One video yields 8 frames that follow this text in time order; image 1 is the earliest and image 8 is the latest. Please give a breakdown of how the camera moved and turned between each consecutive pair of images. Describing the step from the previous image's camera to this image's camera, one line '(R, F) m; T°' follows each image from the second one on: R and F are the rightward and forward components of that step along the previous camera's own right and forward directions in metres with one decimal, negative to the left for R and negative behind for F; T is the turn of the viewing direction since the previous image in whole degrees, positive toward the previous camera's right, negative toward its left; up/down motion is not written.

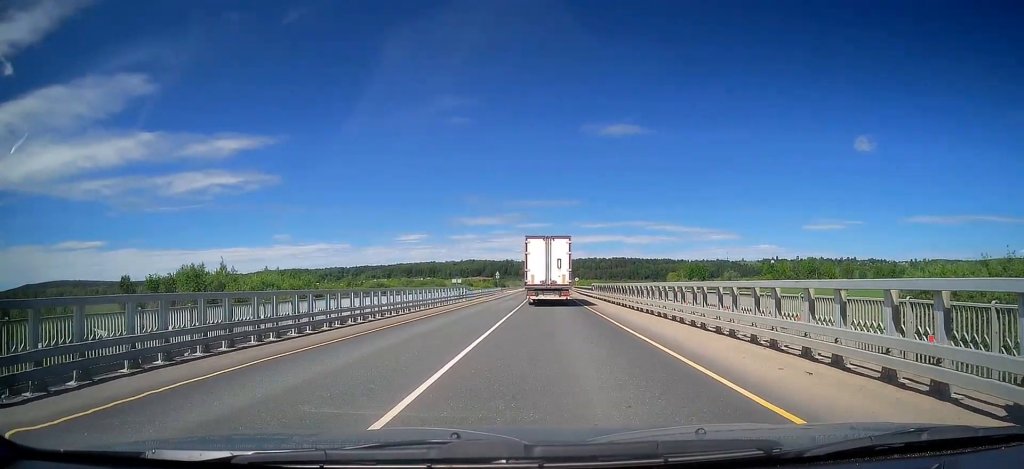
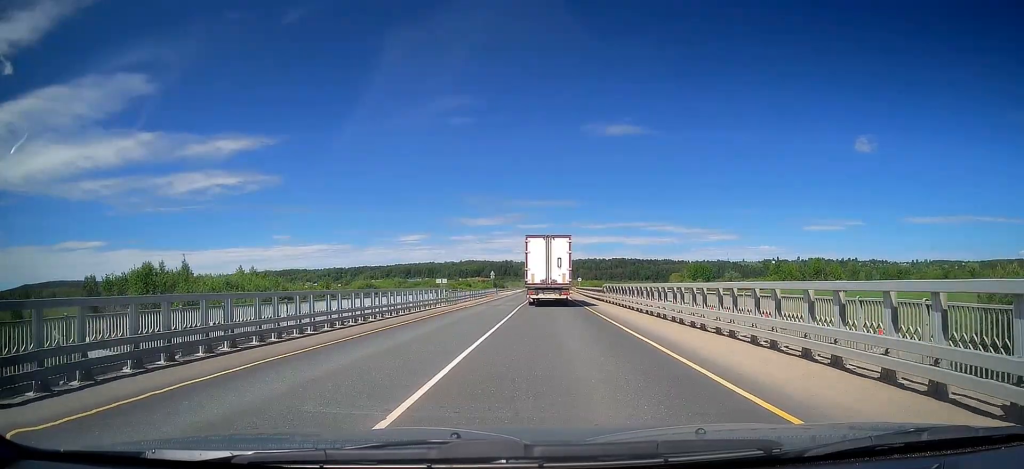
(0.0, +10.5) m; 0°
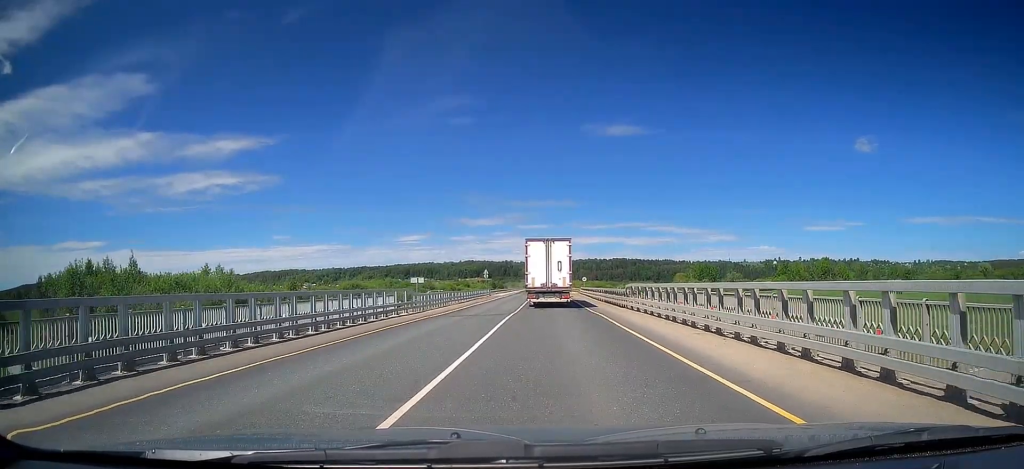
(0.0, +12.0) m; 0°
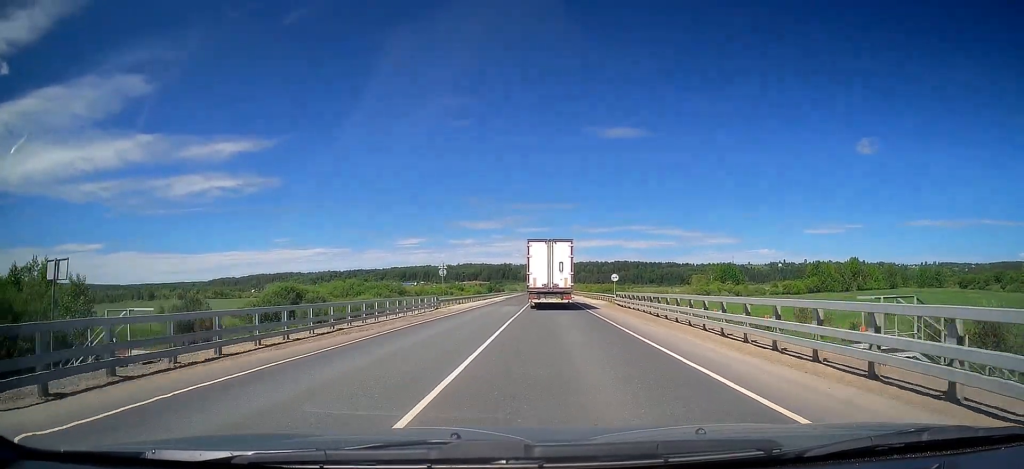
(+0.1, +40.8) m; 0°
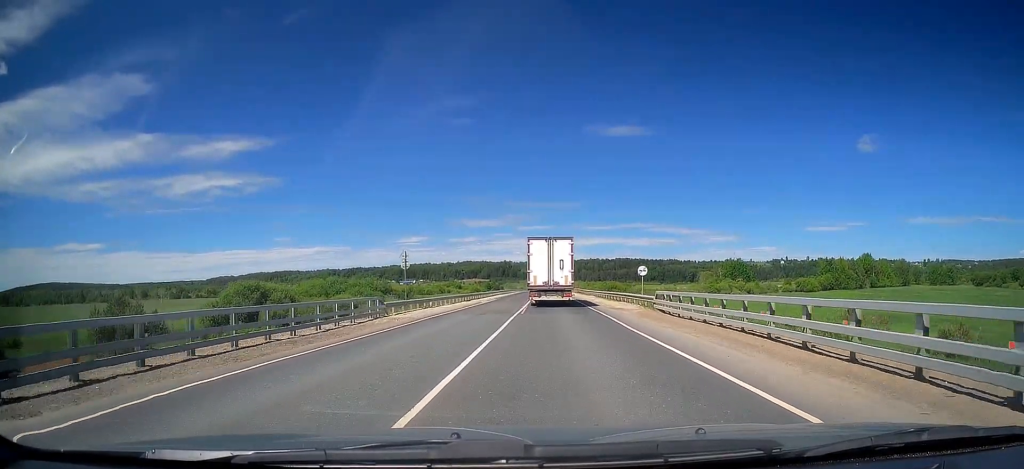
(-0.2, +15.0) m; 0°
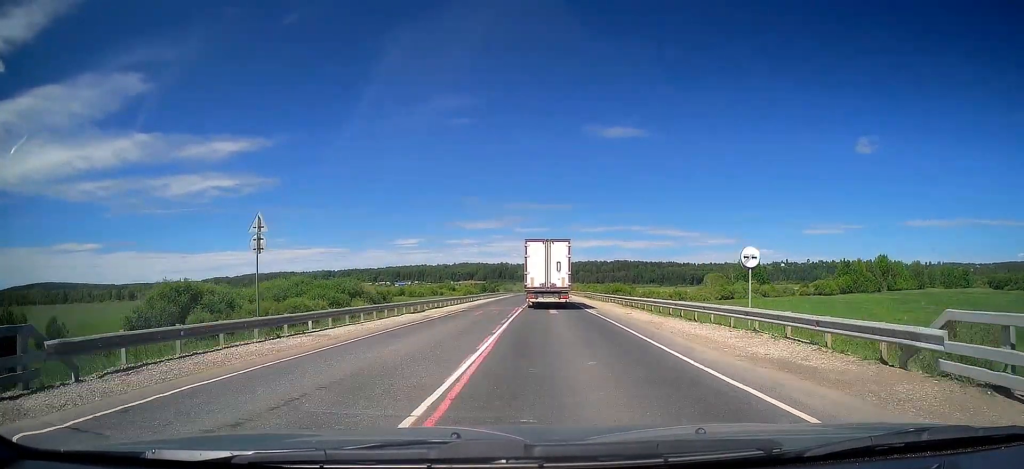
(+0.1, +21.1) m; 0°
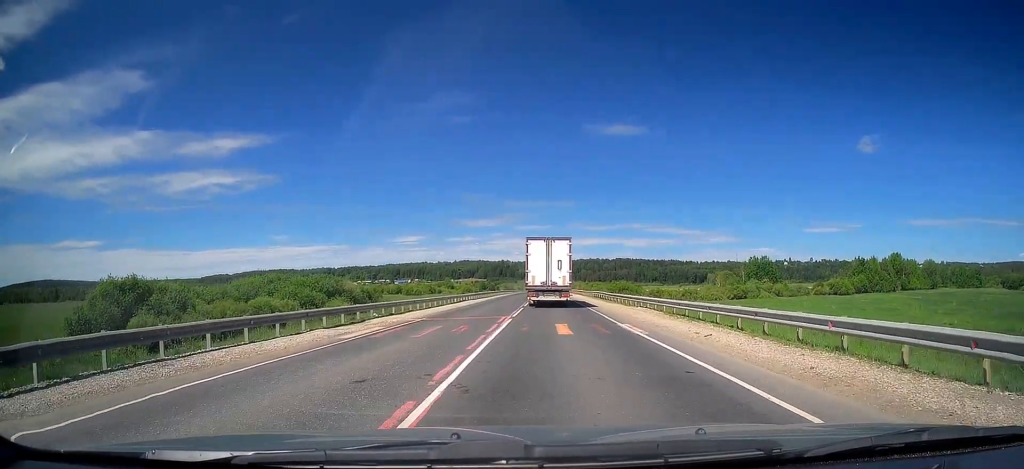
(+0.1, +12.8) m; 0°
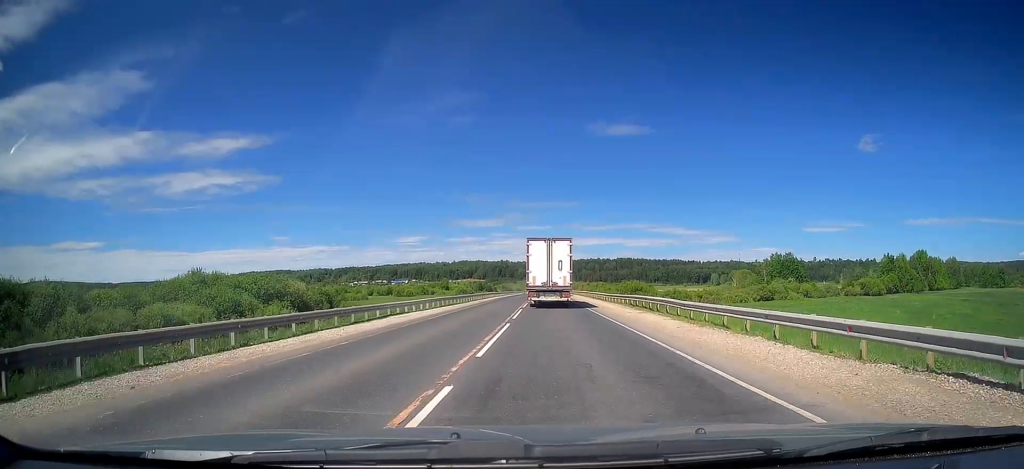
(-0.2, +24.7) m; 0°
